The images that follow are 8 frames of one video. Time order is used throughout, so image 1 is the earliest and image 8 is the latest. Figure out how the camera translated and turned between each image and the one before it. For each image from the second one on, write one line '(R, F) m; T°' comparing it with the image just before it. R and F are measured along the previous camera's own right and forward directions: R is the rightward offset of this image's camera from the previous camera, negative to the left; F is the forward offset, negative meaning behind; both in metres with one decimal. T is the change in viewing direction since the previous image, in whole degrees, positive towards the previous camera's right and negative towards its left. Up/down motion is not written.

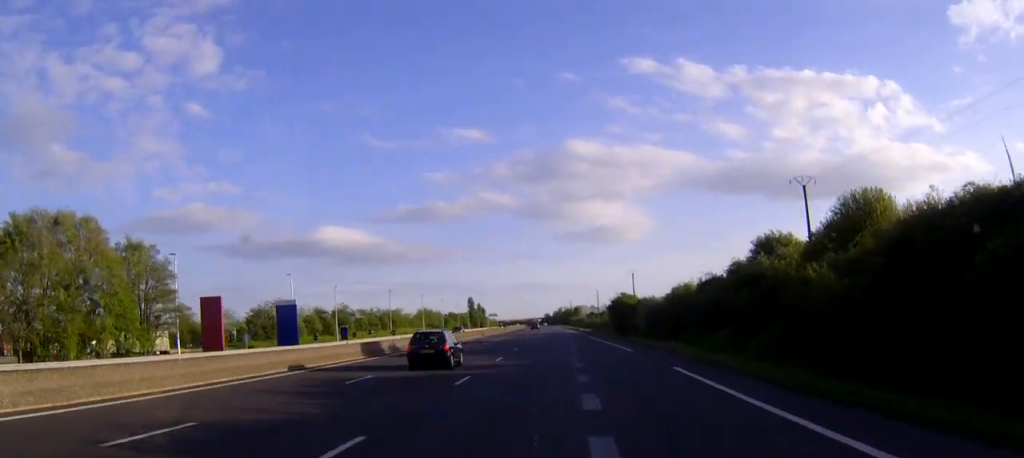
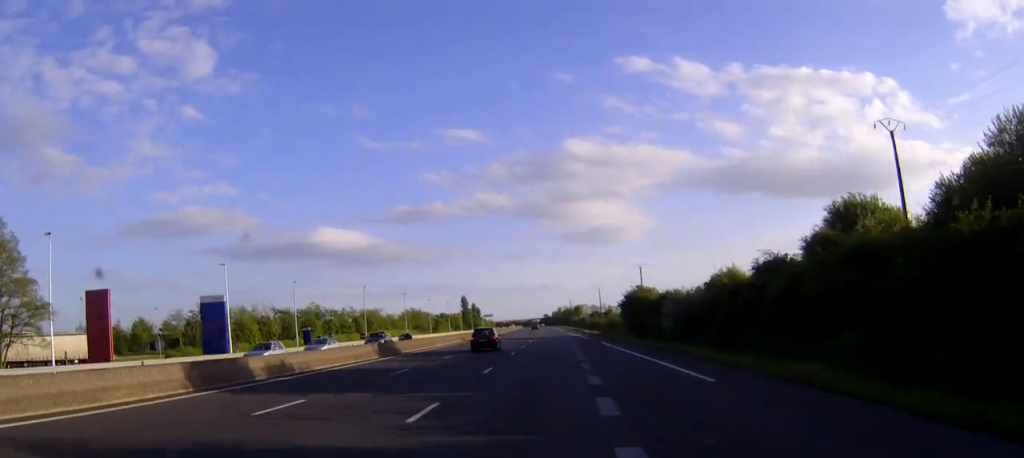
(+0.1, +21.0) m; 0°
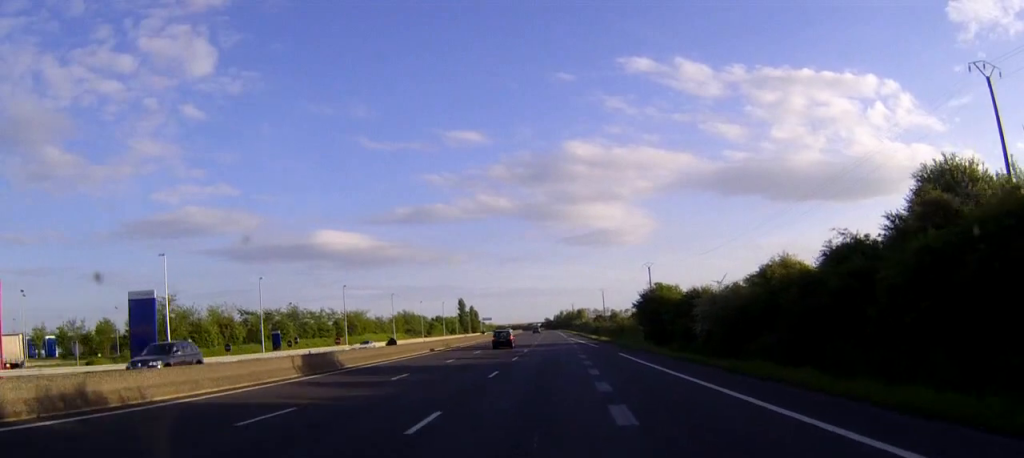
(-0.1, +14.2) m; 0°
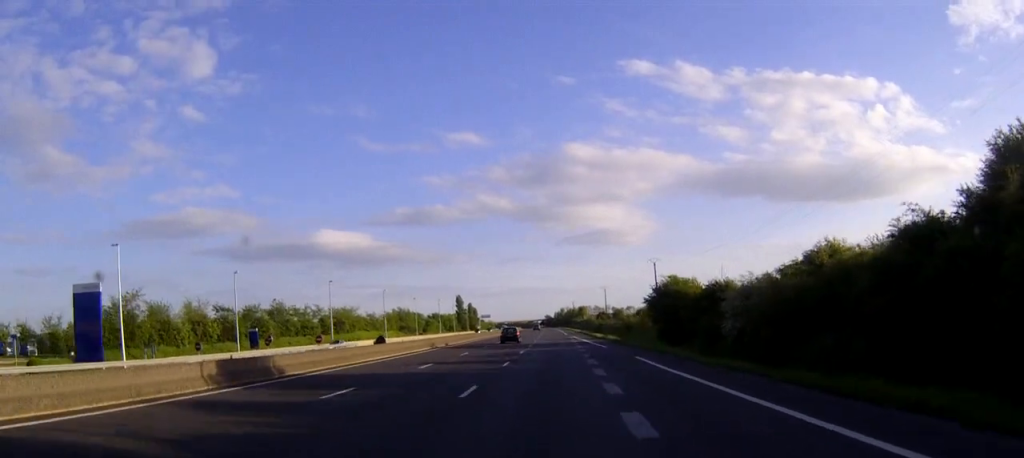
(0.0, +8.4) m; 0°
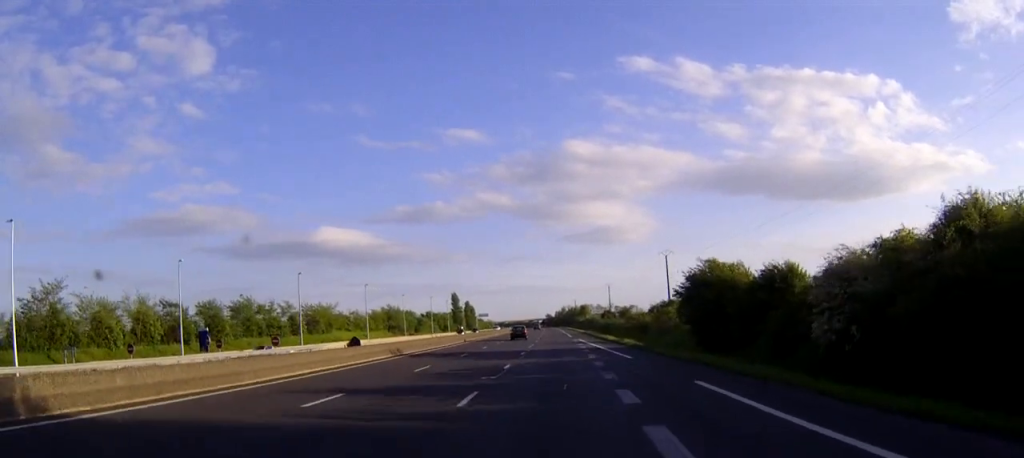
(0.0, +15.0) m; 0°
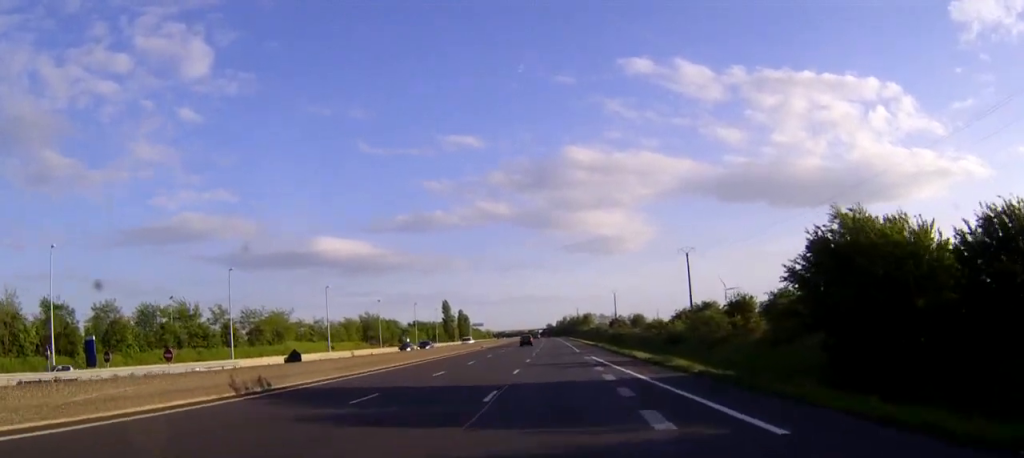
(0.0, +23.2) m; 0°
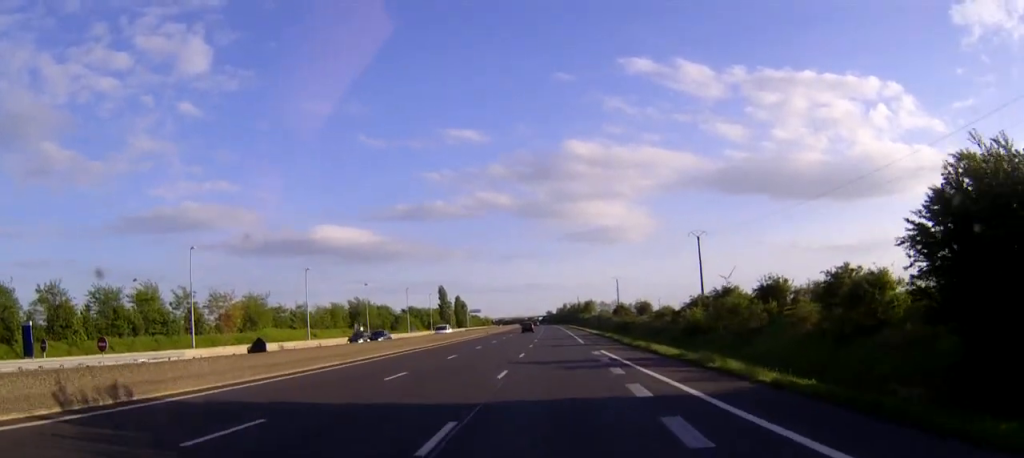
(0.0, +9.3) m; 0°
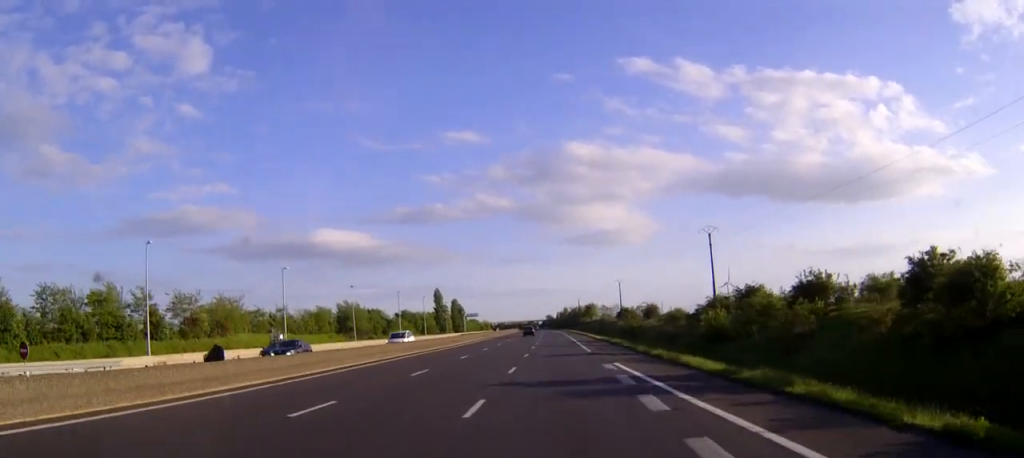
(0.0, +8.7) m; 0°
